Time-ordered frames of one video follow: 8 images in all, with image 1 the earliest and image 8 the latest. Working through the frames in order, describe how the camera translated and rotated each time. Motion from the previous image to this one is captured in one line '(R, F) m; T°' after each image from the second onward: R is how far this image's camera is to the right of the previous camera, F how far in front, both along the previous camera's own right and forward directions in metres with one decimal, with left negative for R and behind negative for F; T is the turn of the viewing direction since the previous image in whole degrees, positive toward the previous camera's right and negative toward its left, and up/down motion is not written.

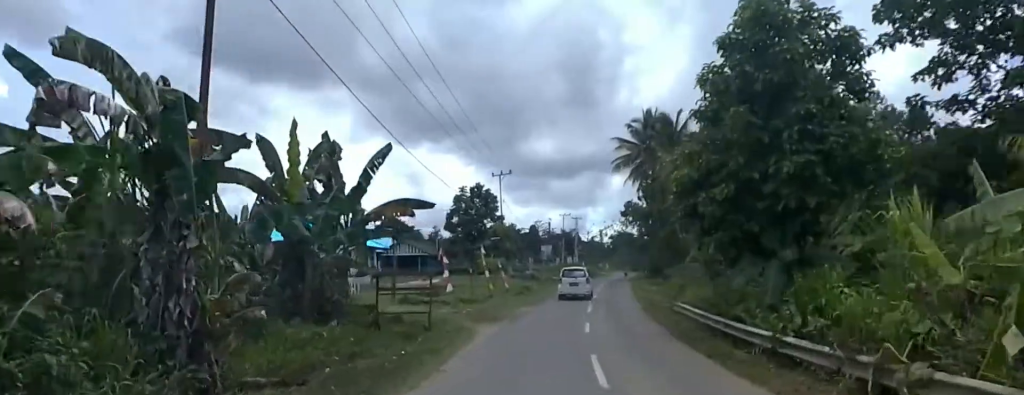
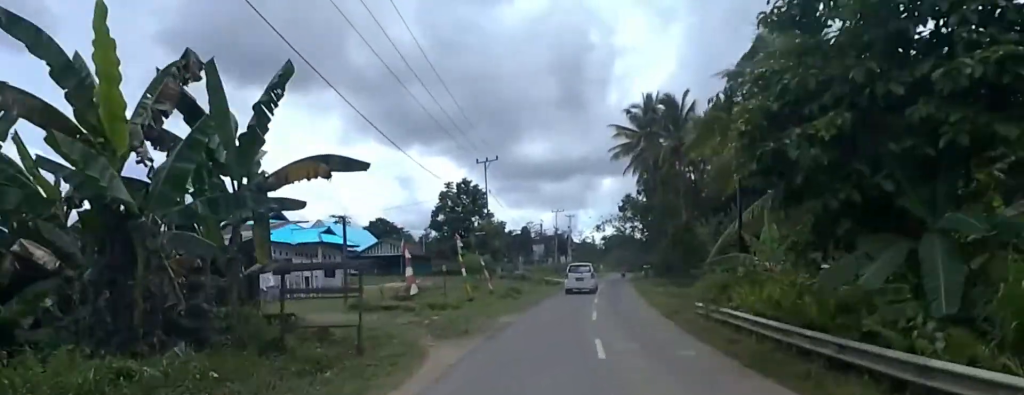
(-0.4, +5.4) m; 0°
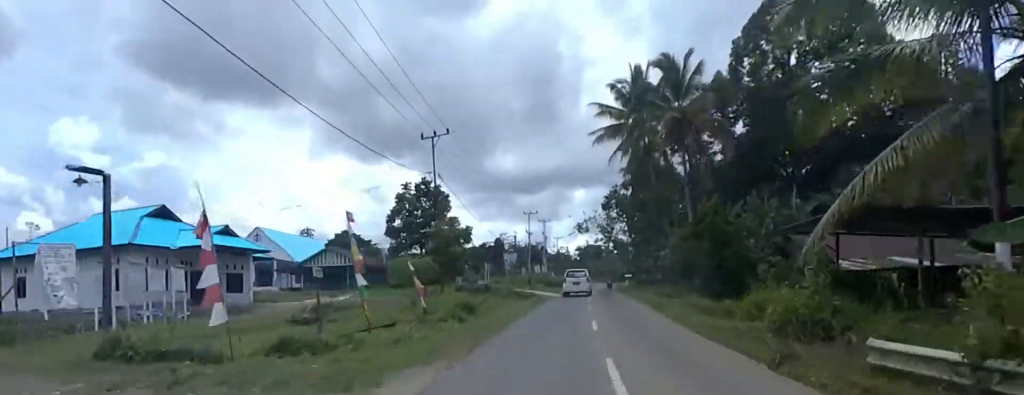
(+0.9, +10.7) m; +5°
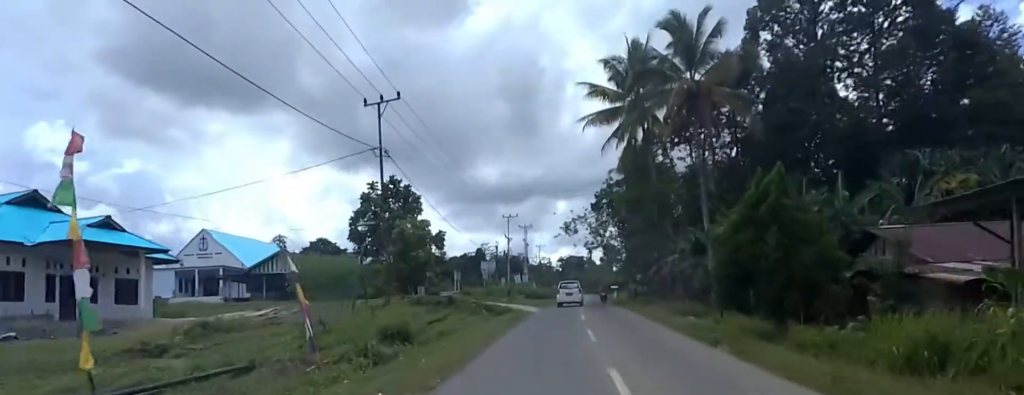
(+0.1, +8.2) m; -1°
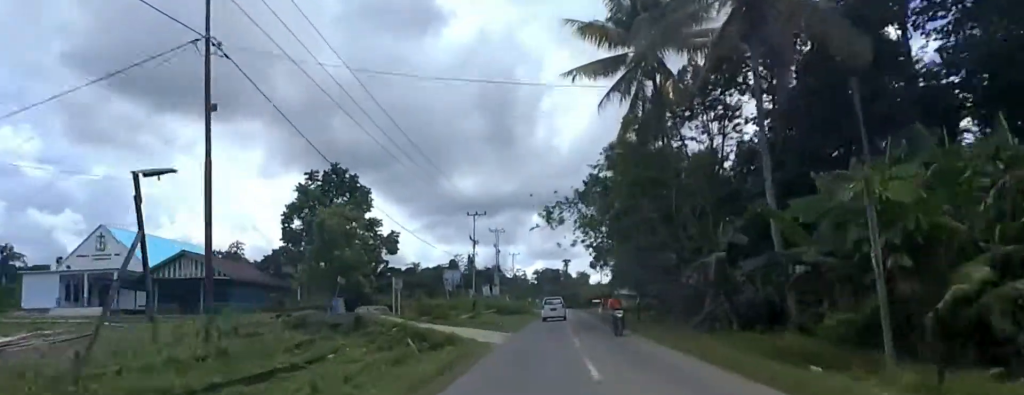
(-0.2, +12.8) m; 0°
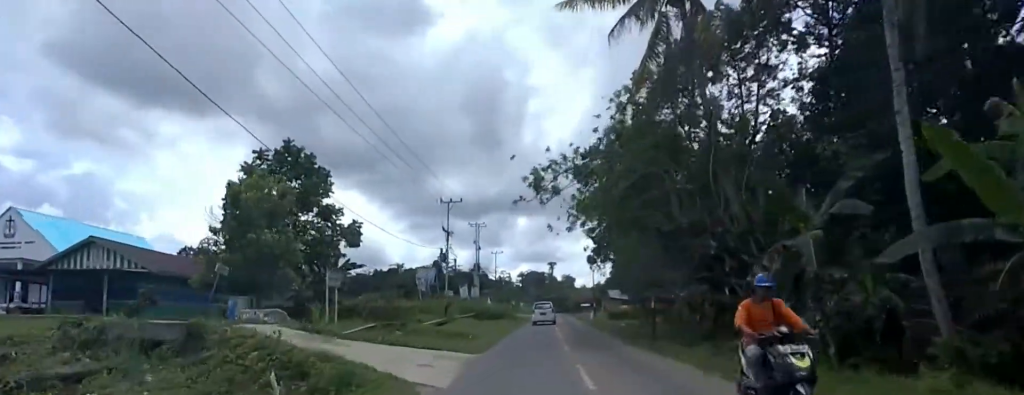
(0.0, +8.6) m; +2°
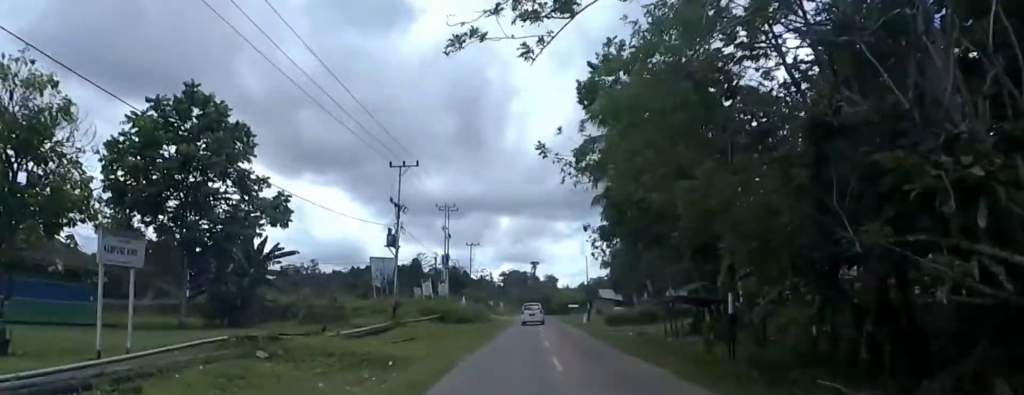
(+0.4, +12.3) m; +4°
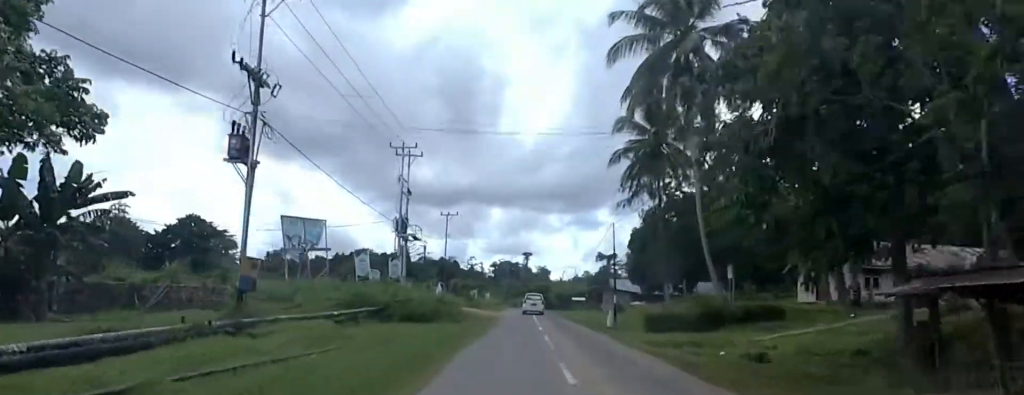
(+0.2, +19.0) m; +2°
